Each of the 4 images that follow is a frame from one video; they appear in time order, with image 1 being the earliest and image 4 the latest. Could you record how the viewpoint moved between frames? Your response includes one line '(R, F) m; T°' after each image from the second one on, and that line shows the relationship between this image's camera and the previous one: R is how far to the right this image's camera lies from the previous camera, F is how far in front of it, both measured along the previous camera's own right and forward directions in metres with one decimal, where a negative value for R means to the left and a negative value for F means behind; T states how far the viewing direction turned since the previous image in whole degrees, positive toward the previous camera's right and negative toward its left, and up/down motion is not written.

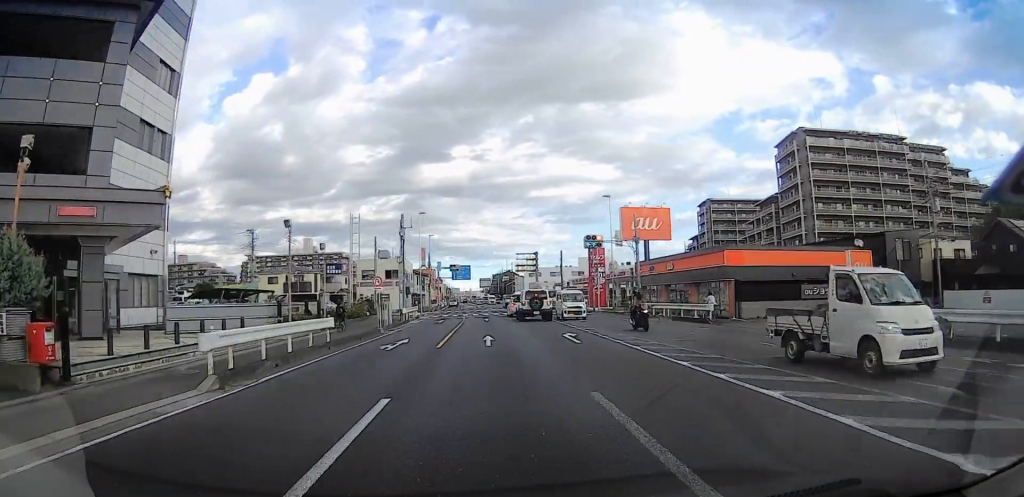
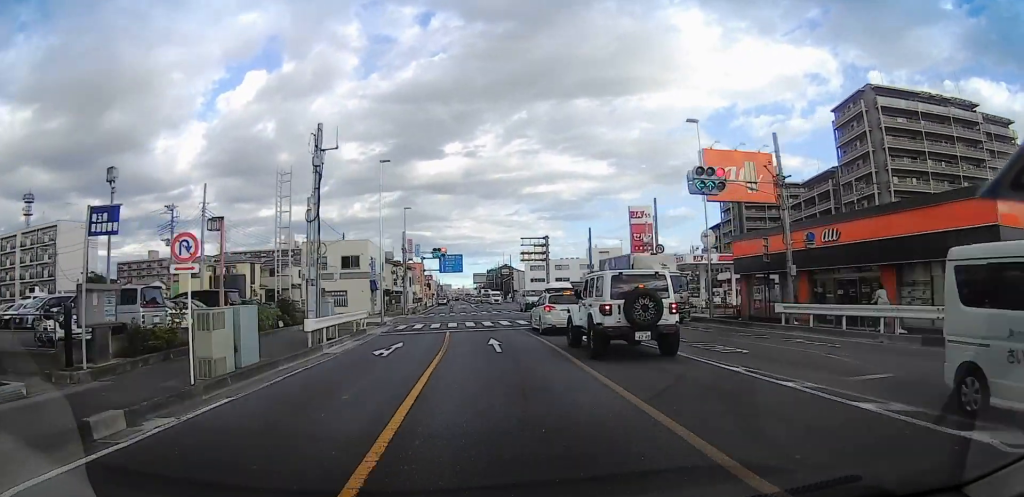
(-1.5, +26.0) m; -5°
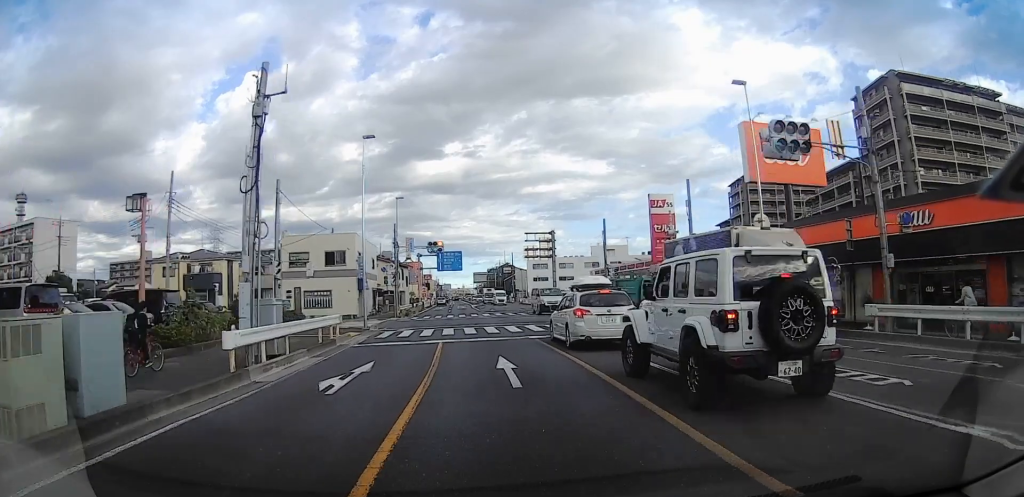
(0.0, +5.9) m; -1°
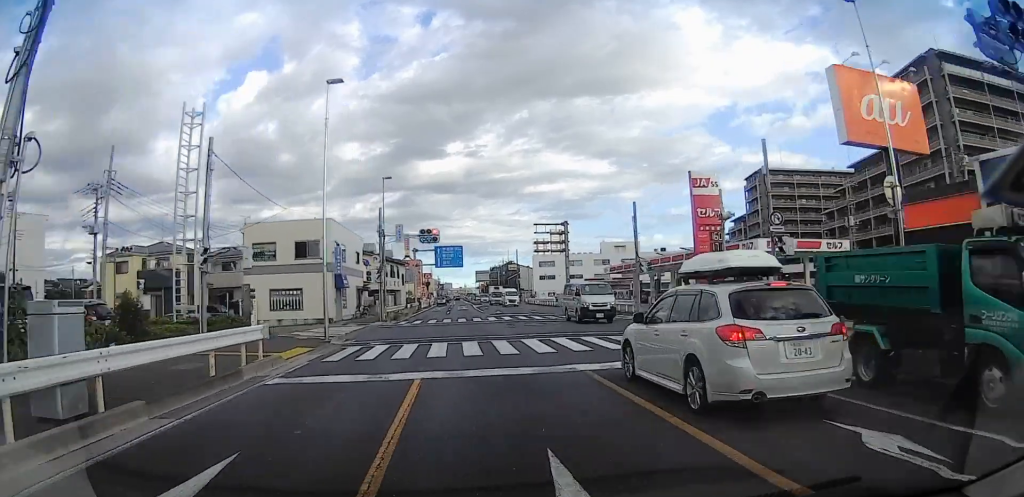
(-0.1, +8.3) m; 0°
